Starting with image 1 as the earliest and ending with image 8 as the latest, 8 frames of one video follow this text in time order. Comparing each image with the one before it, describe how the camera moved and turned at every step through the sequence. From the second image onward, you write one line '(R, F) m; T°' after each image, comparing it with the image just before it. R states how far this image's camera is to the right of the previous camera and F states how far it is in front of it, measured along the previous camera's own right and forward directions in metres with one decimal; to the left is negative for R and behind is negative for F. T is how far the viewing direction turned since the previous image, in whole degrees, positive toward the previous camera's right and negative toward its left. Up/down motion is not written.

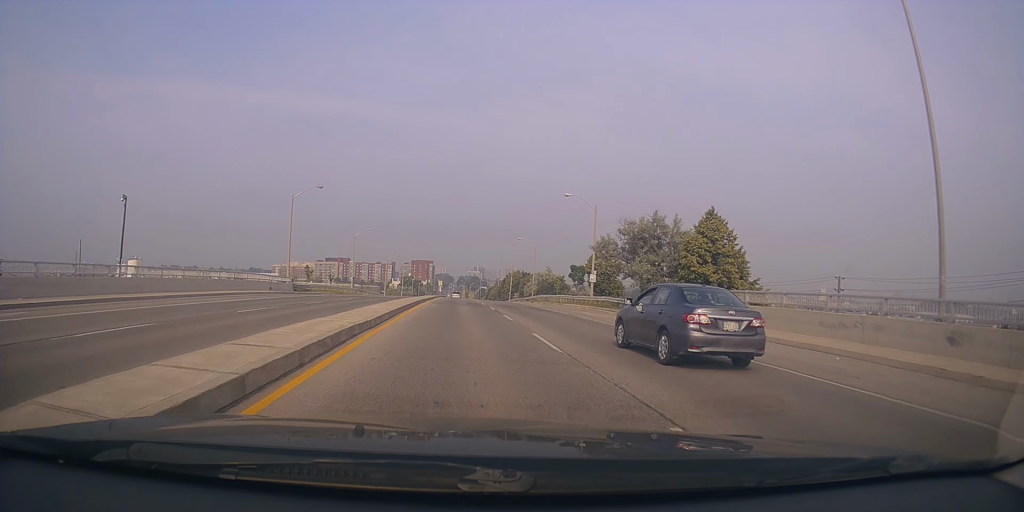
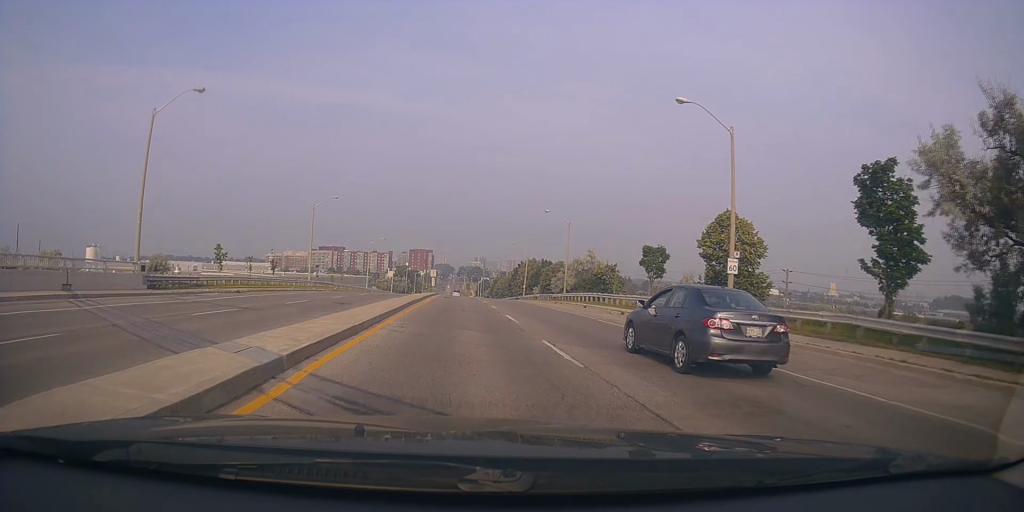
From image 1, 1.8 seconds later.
(-0.6, +29.7) m; 0°
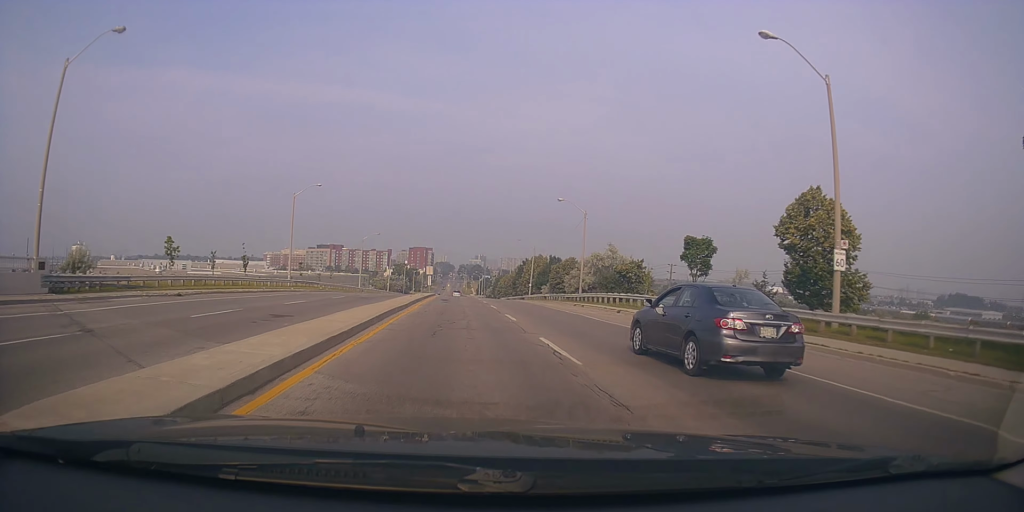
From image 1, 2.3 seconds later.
(+0.2, +8.8) m; 0°
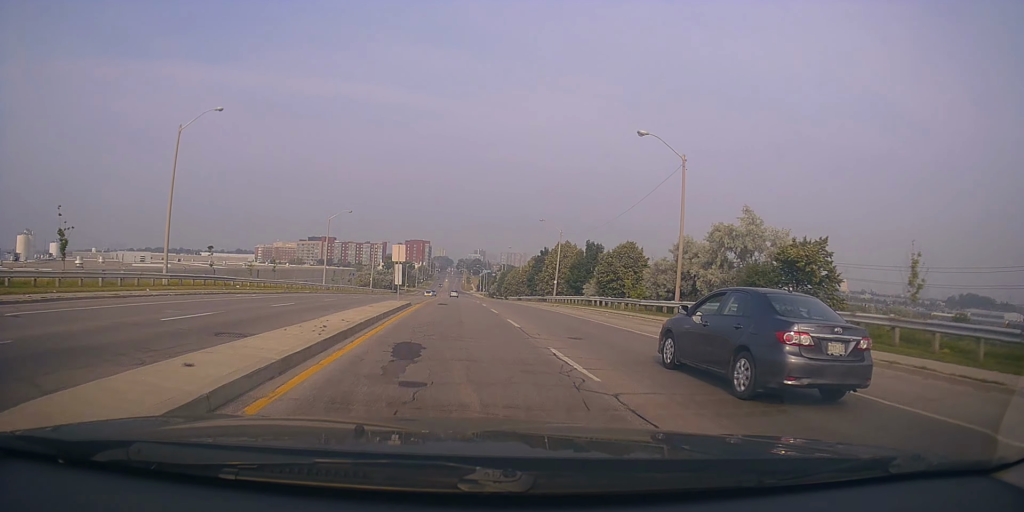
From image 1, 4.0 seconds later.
(-0.2, +28.1) m; -2°
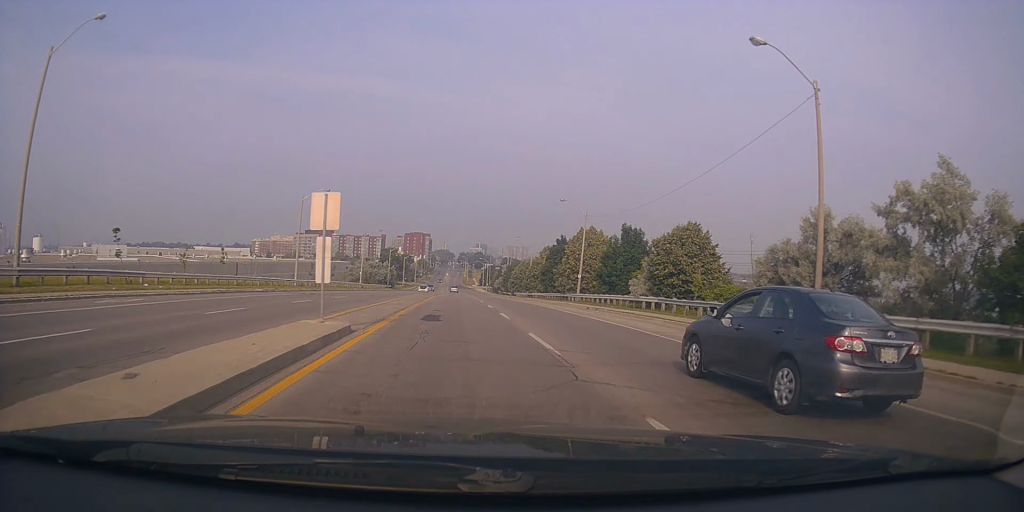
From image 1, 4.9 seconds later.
(0.0, +14.9) m; +2°
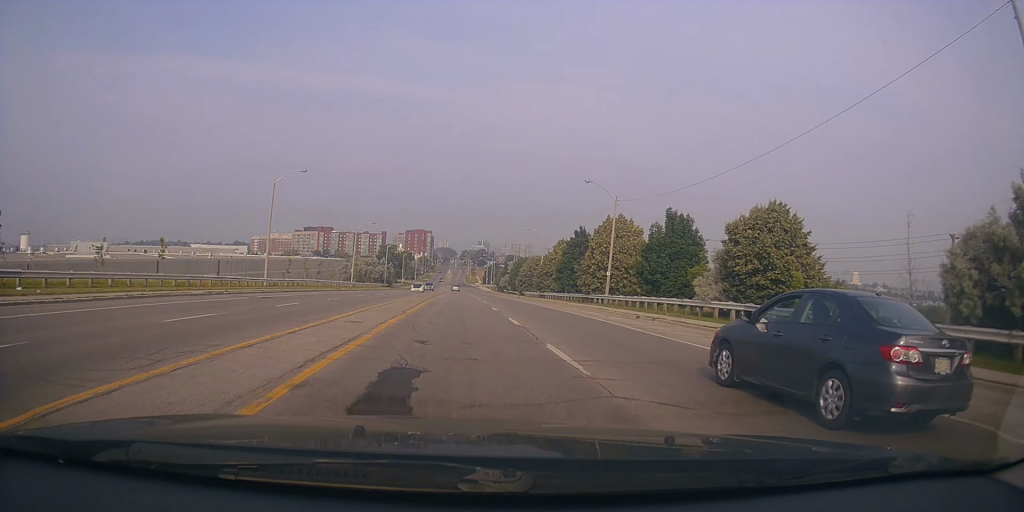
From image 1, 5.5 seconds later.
(+0.4, +11.3) m; 0°
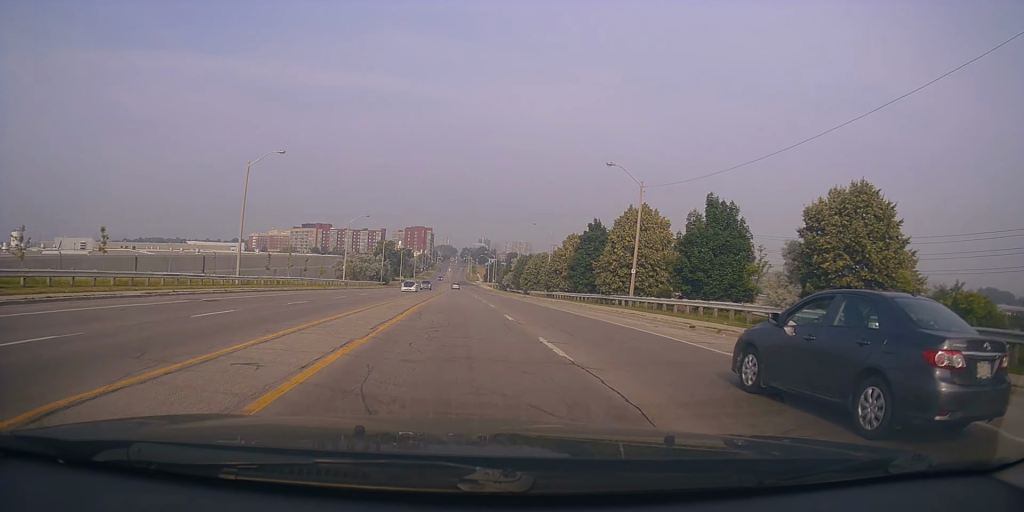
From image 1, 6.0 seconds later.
(+0.3, +7.4) m; 0°
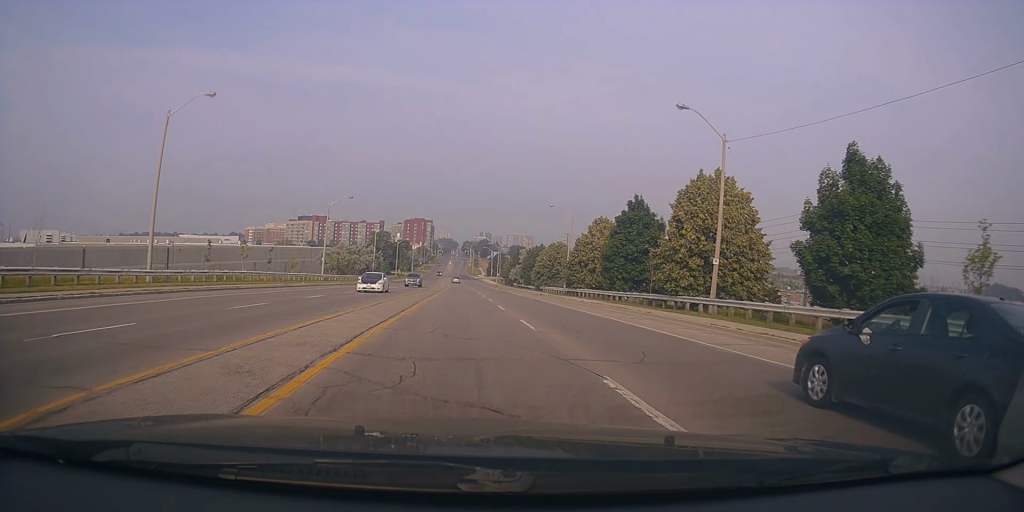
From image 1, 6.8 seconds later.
(-0.6, +15.0) m; -3°
